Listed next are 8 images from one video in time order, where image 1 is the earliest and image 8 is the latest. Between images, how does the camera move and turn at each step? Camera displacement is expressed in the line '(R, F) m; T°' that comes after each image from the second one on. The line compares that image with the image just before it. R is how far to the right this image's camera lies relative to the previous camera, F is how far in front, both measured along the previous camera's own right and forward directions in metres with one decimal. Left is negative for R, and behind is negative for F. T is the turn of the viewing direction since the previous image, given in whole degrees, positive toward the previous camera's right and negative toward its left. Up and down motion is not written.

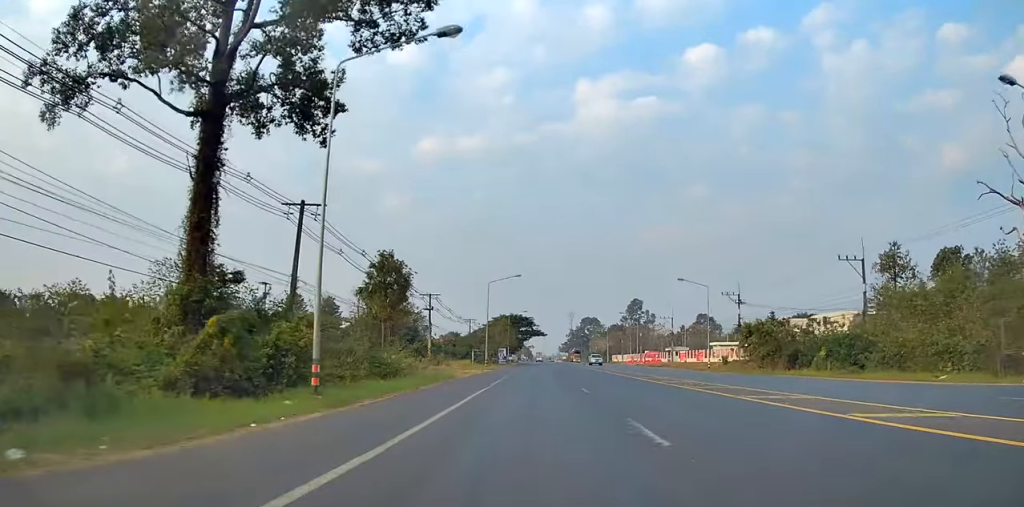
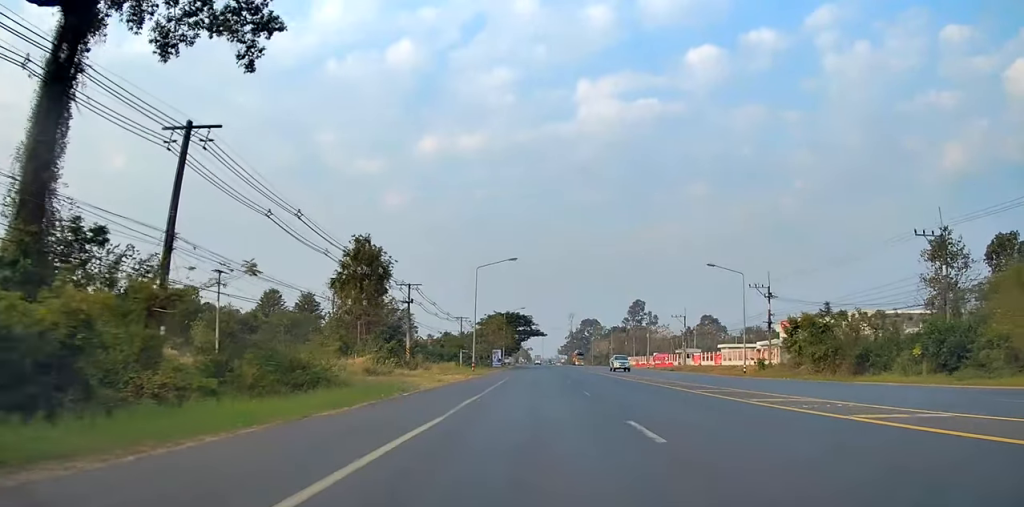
(+0.4, +12.0) m; 0°
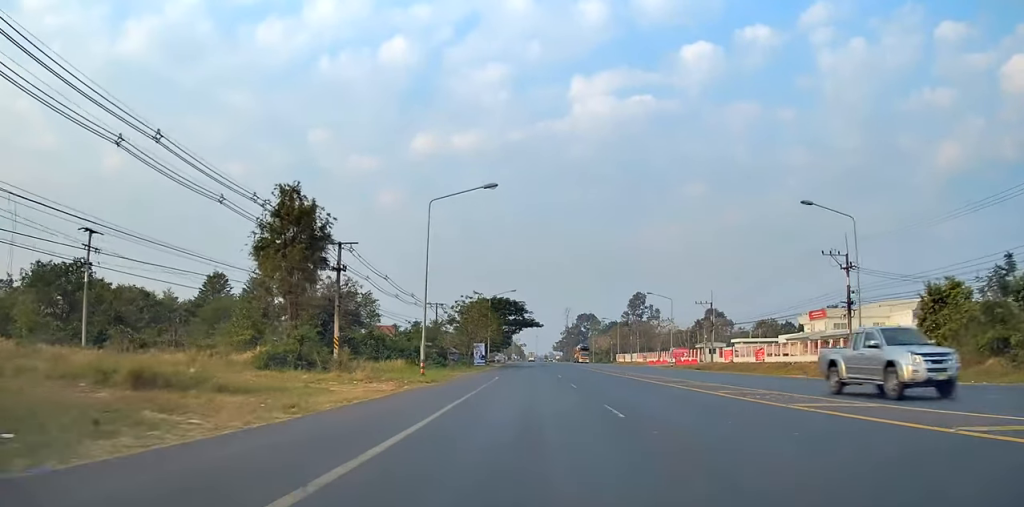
(-0.3, +21.6) m; -2°
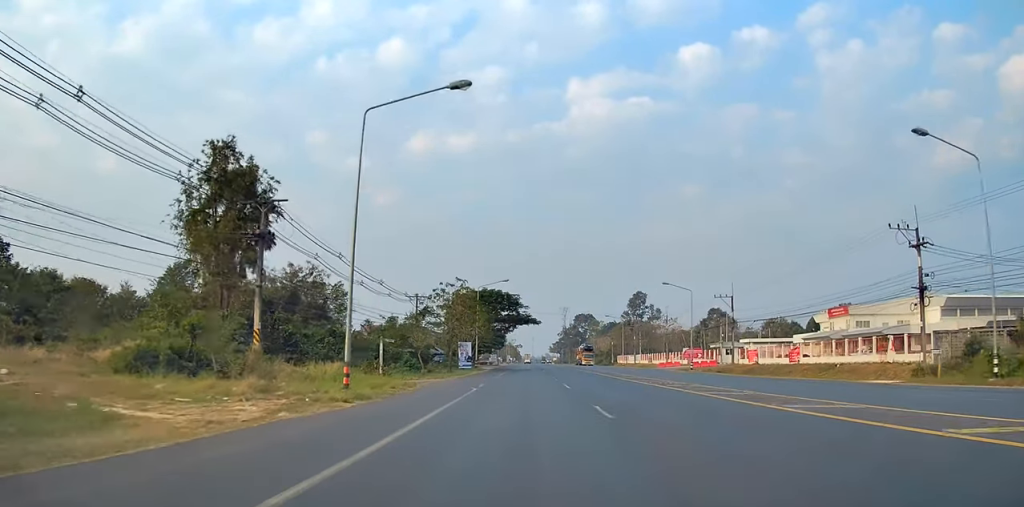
(-0.1, +11.5) m; 0°
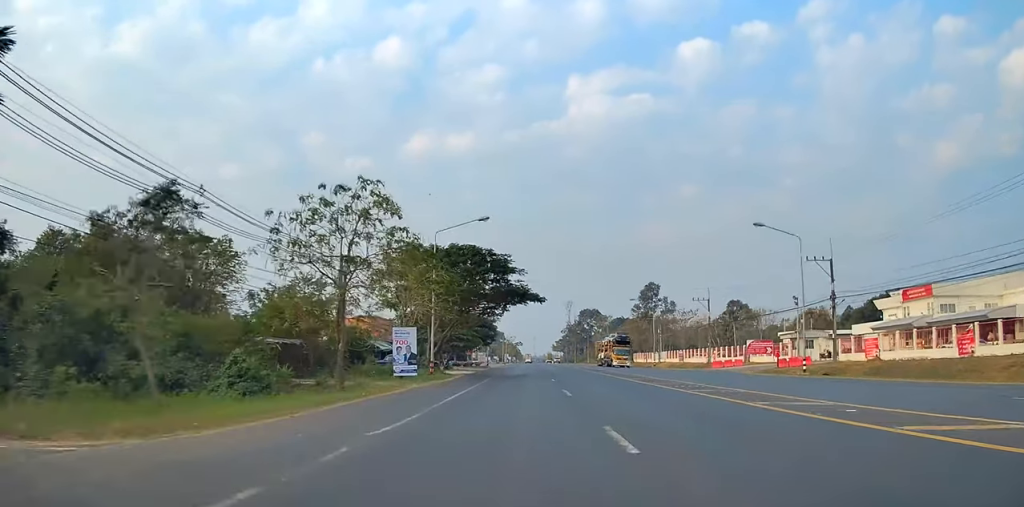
(+0.4, +29.6) m; +2°
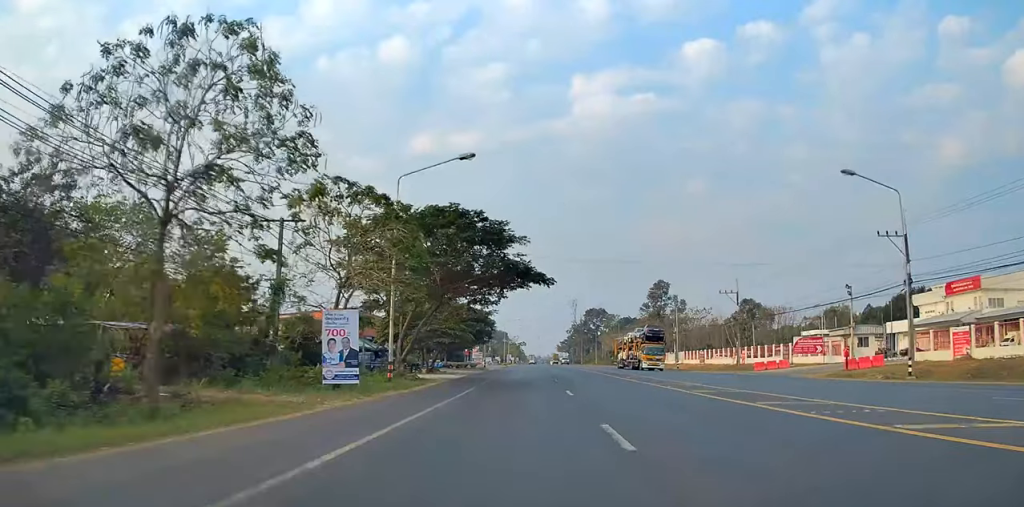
(+0.3, +11.6) m; 0°
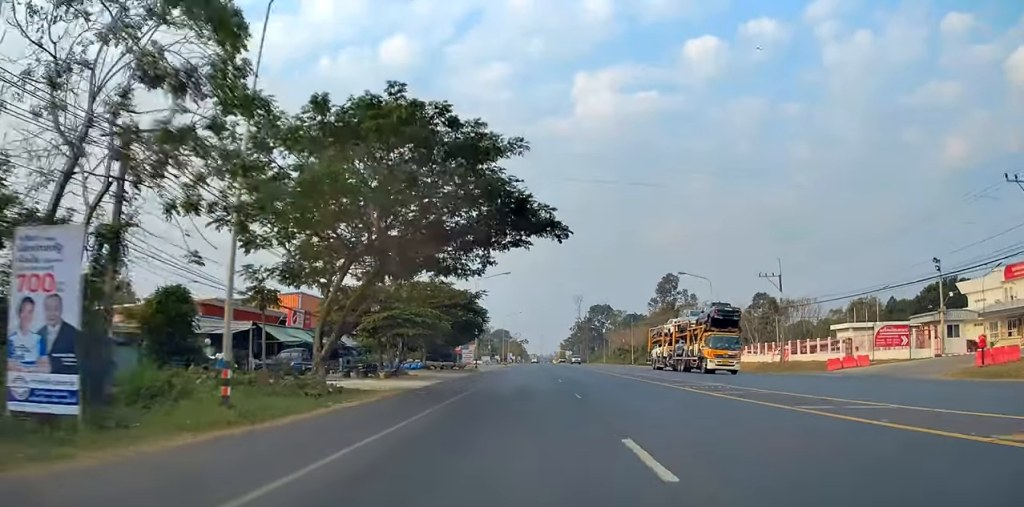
(-0.2, +14.4) m; -1°
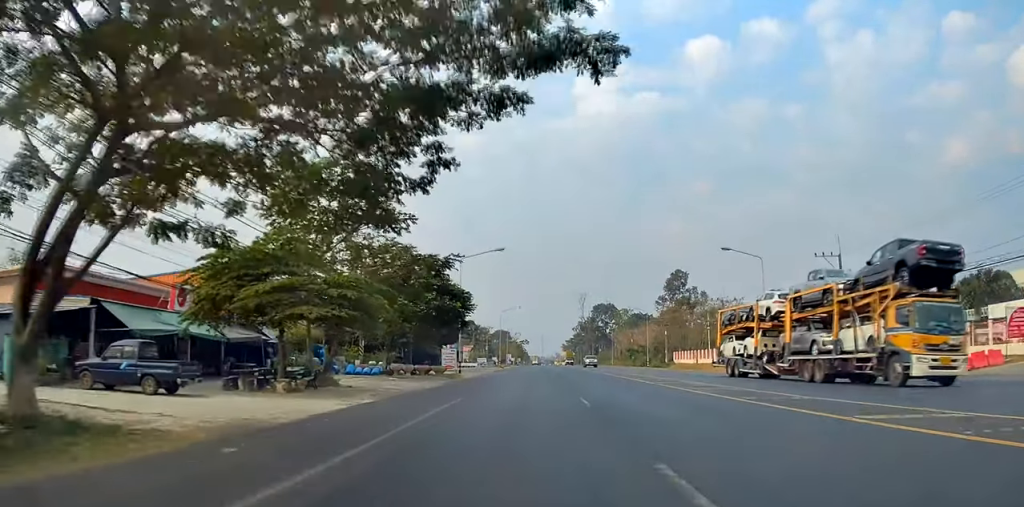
(-0.2, +14.4) m; 0°
